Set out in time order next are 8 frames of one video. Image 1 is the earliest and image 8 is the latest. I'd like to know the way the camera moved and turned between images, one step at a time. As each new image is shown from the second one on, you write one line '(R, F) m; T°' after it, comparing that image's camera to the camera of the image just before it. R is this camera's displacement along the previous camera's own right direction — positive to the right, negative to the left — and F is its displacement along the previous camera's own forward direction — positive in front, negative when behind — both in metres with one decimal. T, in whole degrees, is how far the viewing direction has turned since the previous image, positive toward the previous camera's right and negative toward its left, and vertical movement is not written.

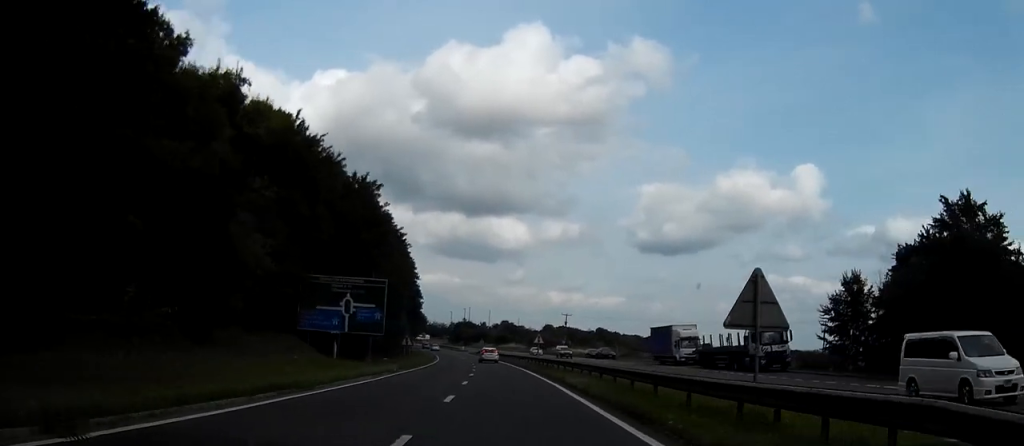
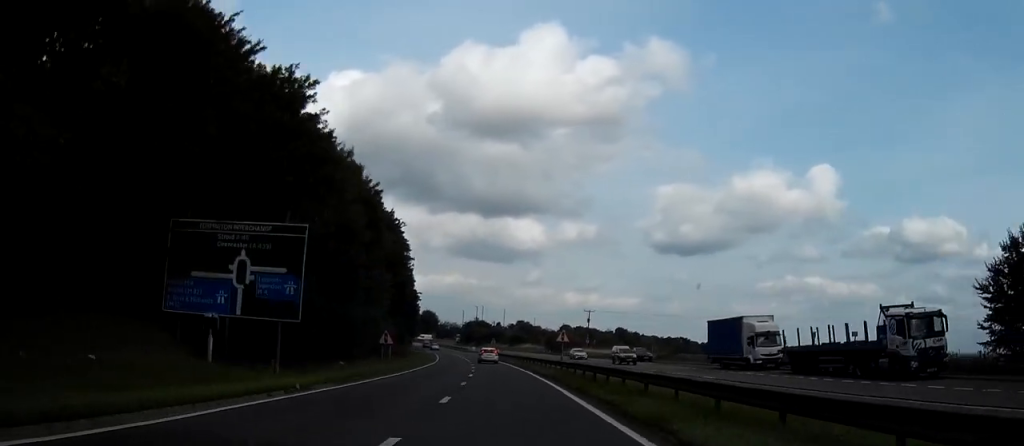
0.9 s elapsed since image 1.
(-0.3, +18.0) m; -2°
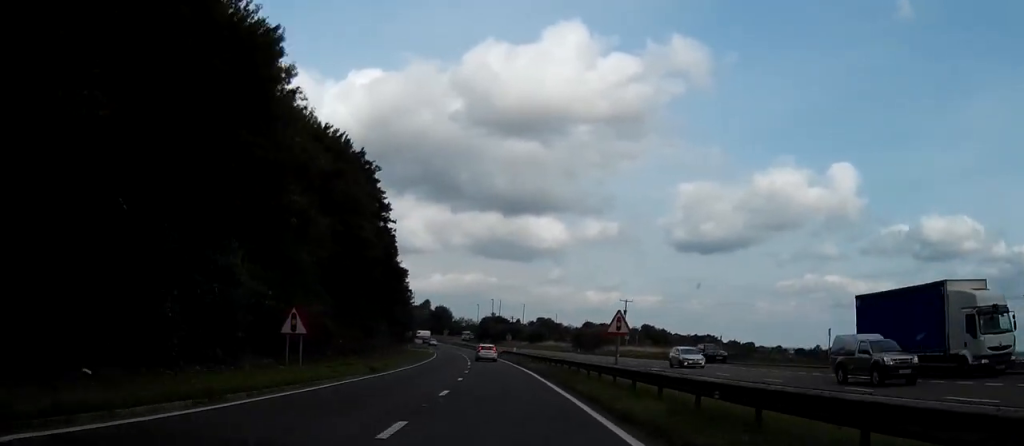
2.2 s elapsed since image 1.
(-0.5, +24.8) m; -2°
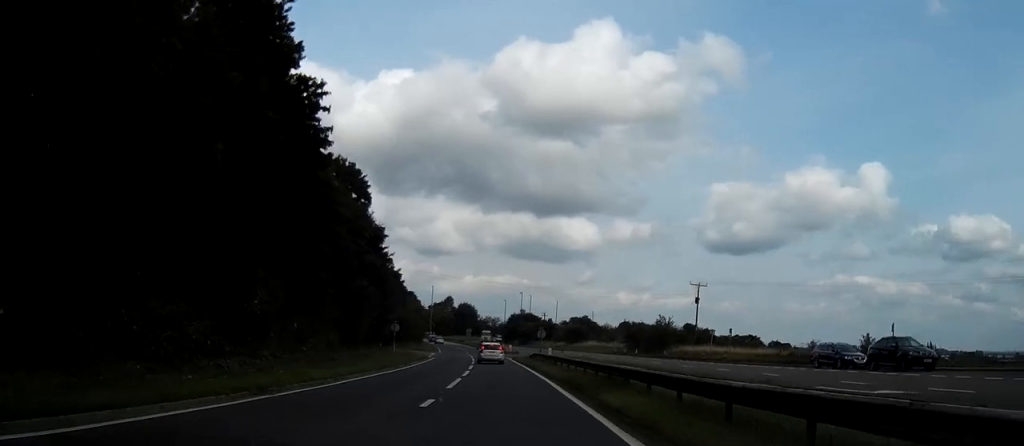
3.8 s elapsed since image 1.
(-0.6, +30.7) m; -3°
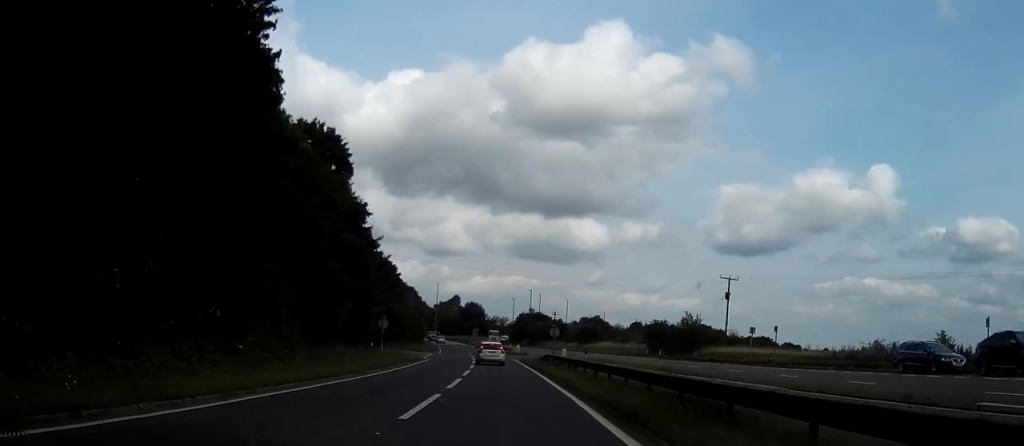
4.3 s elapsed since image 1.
(-0.1, +9.6) m; -1°
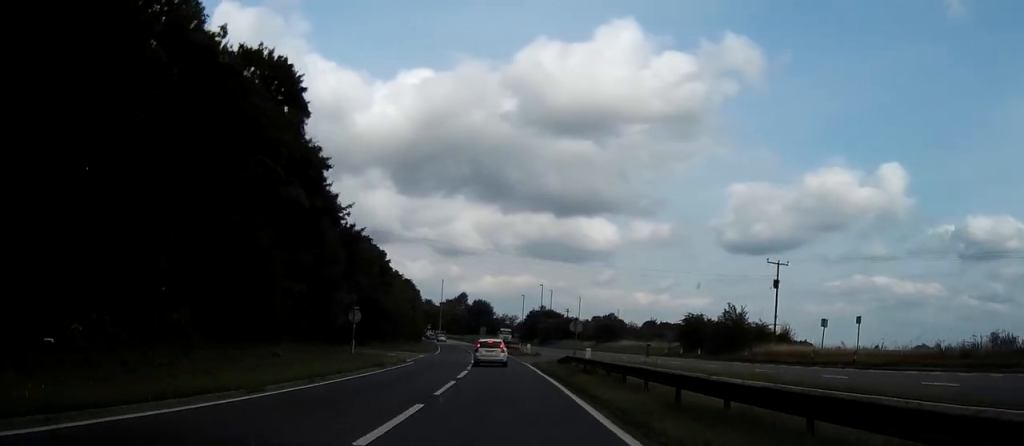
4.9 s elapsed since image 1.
(-0.2, +12.6) m; -1°
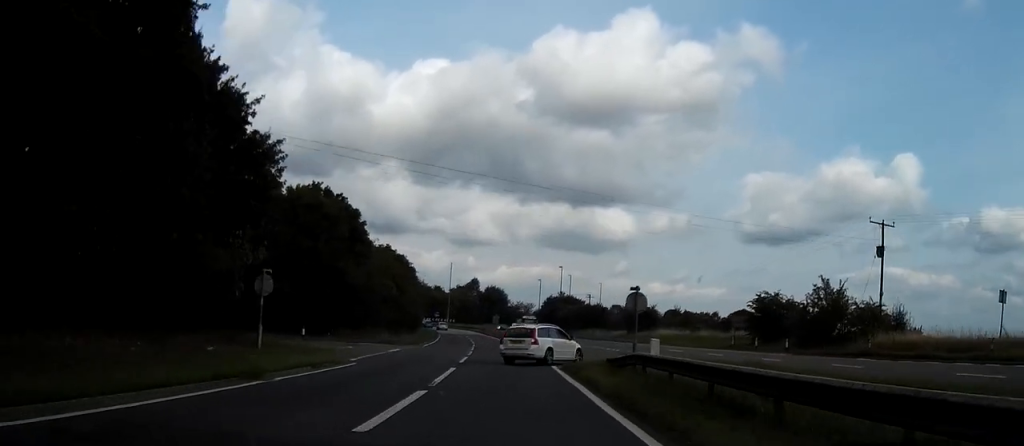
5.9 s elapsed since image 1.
(0.0, +18.5) m; 0°
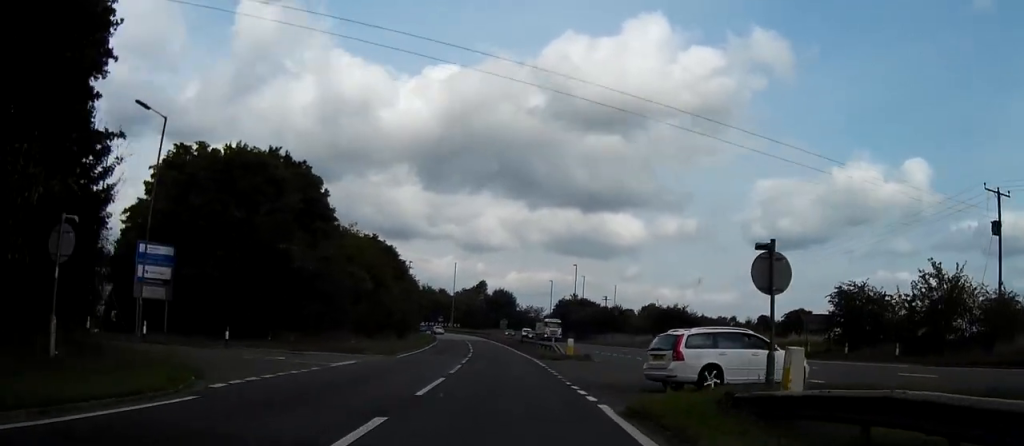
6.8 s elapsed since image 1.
(-0.1, +14.7) m; -1°
